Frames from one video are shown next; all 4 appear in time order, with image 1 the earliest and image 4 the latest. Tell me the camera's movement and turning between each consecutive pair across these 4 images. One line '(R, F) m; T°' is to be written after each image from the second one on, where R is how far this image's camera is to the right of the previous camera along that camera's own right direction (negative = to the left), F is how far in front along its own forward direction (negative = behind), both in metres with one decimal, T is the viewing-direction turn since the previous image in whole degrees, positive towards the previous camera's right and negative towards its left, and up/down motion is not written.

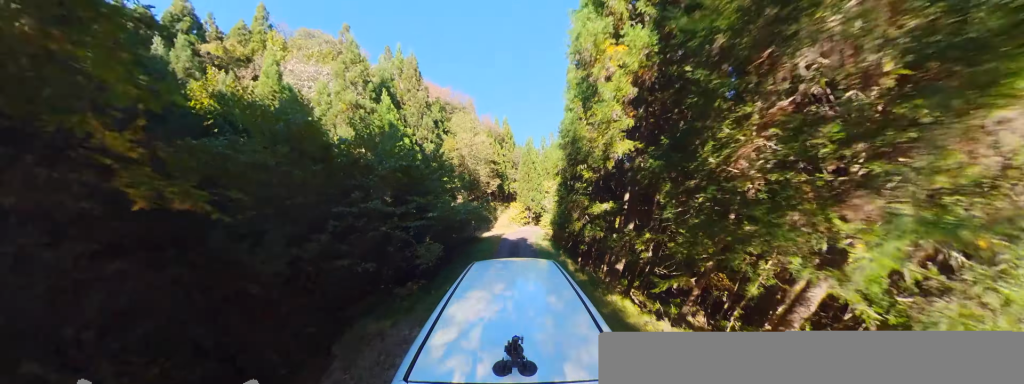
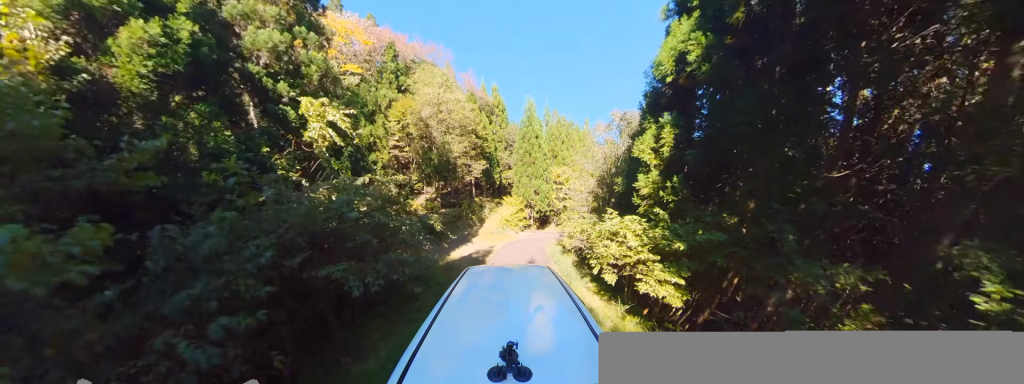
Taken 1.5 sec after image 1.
(0.0, +11.6) m; +13°
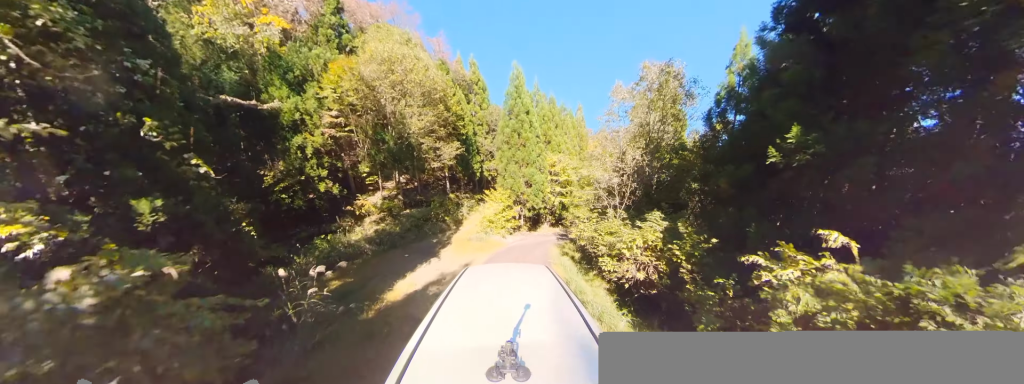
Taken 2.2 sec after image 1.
(+1.3, +6.0) m; +11°
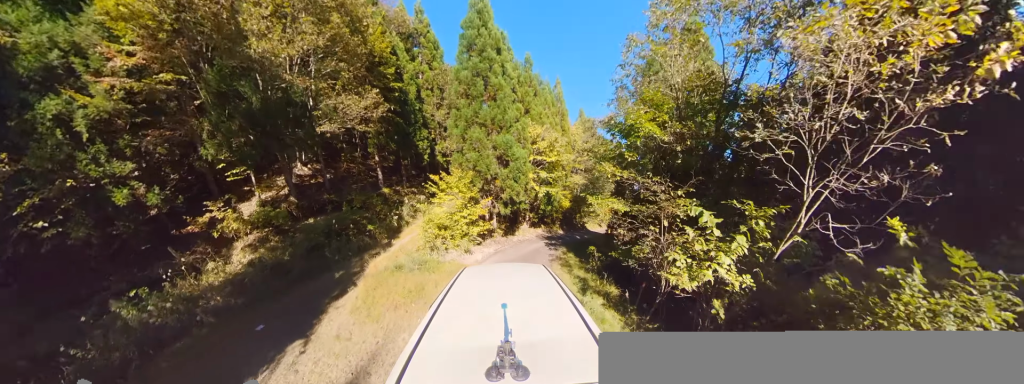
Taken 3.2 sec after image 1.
(+0.8, +8.4) m; +13°
